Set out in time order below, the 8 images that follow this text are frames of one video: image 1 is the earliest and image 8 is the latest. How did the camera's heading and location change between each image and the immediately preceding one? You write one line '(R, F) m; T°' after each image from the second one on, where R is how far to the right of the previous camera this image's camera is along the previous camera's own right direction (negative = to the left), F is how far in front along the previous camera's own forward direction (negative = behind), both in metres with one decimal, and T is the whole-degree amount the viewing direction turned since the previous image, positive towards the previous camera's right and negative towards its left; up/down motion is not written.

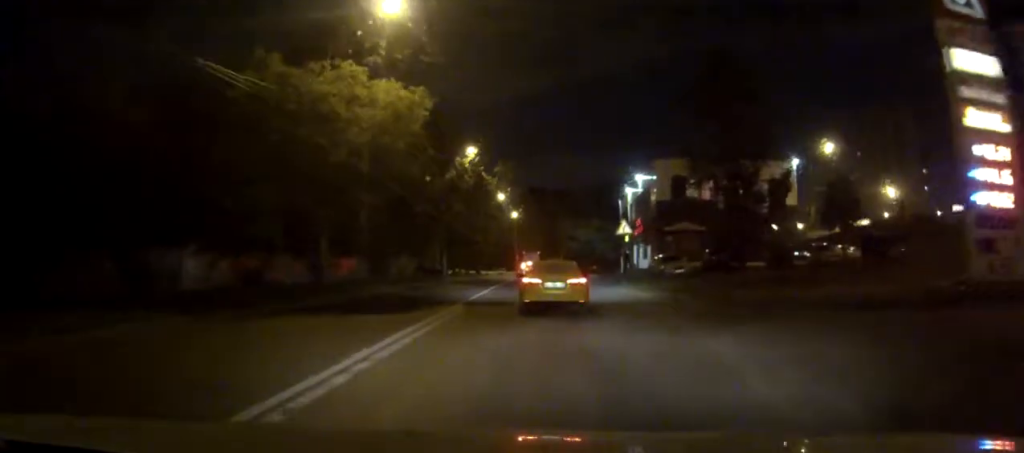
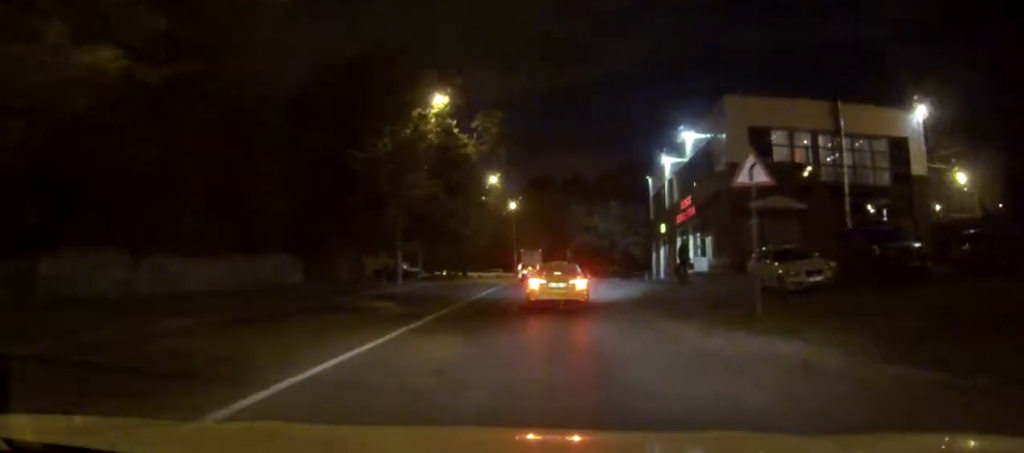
(+0.2, +22.0) m; +1°
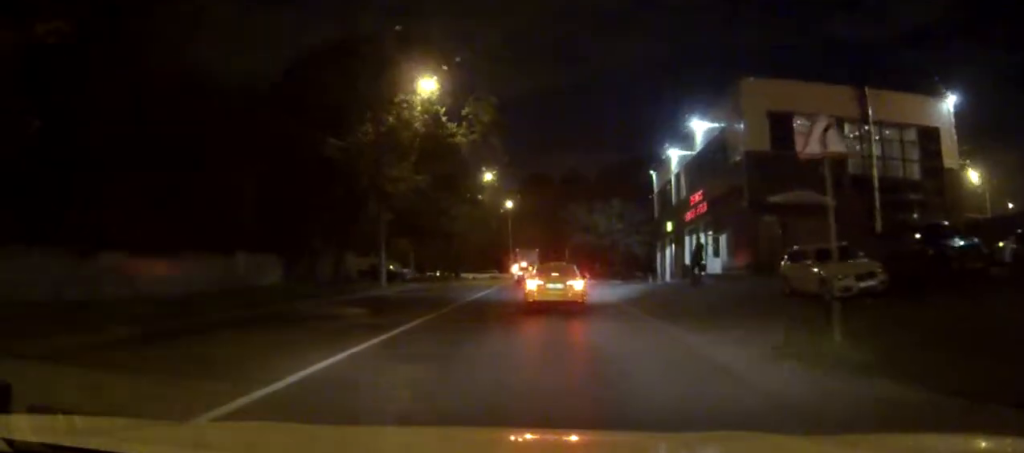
(+0.1, +3.9) m; +1°
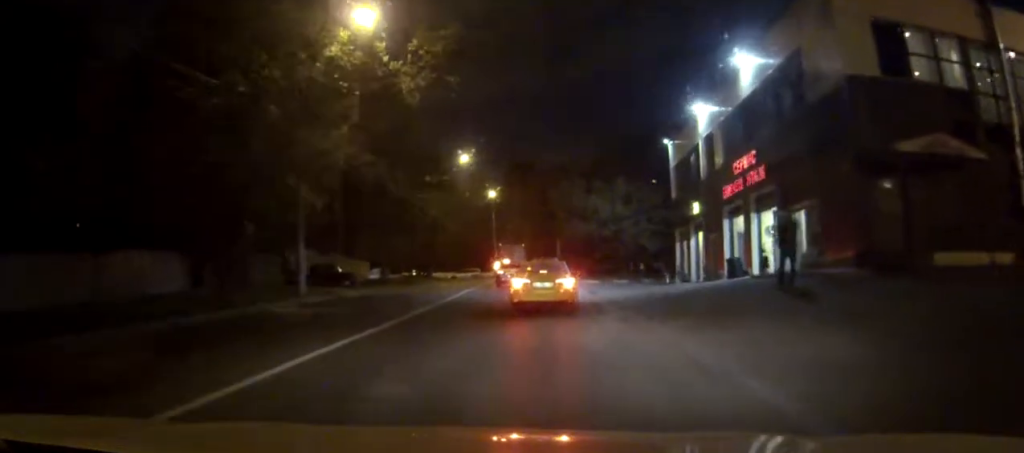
(+0.2, +12.6) m; +2°
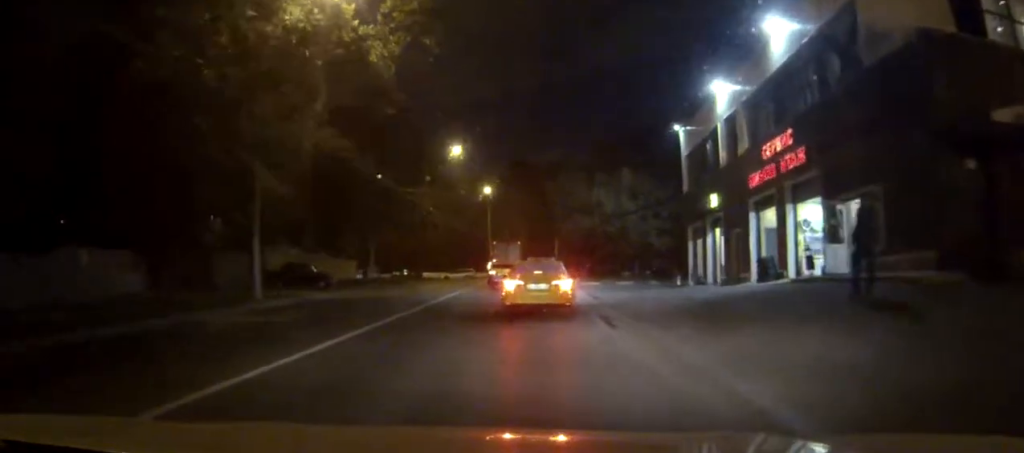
(+0.1, +4.6) m; +1°
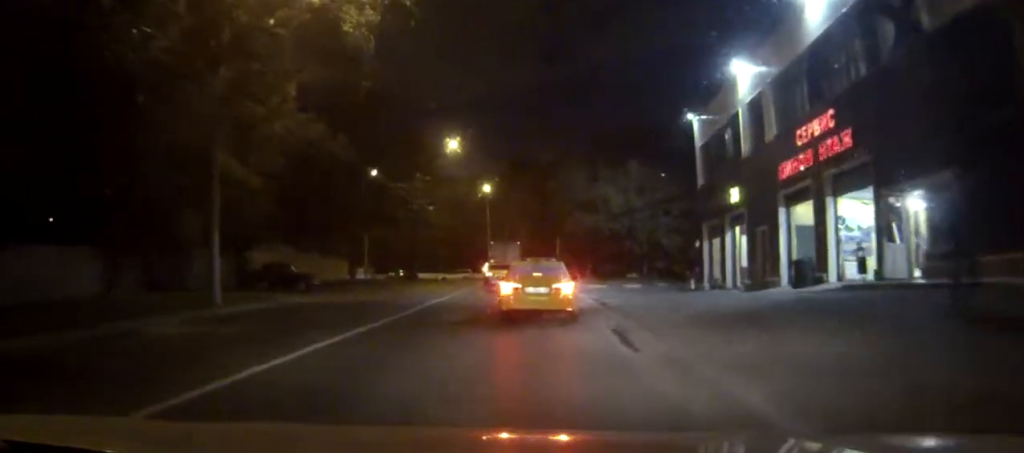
(0.0, +3.5) m; +1°
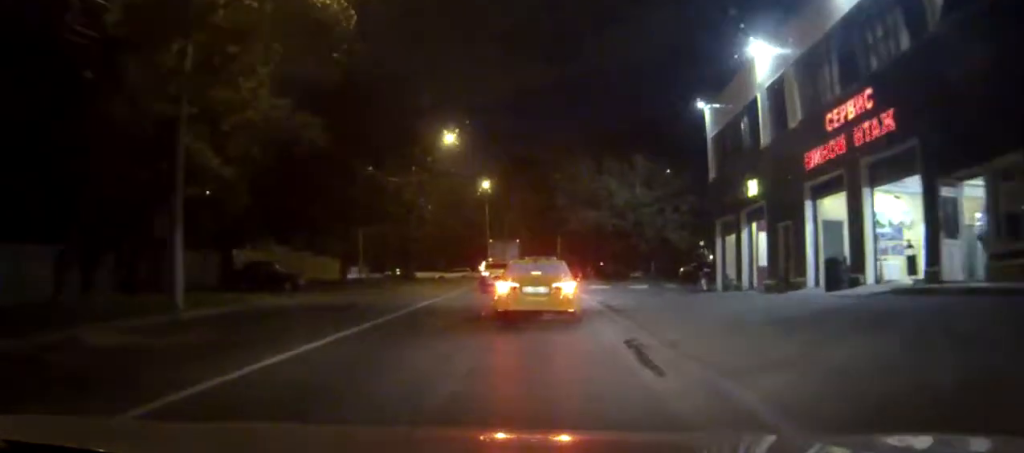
(0.0, +2.7) m; +1°
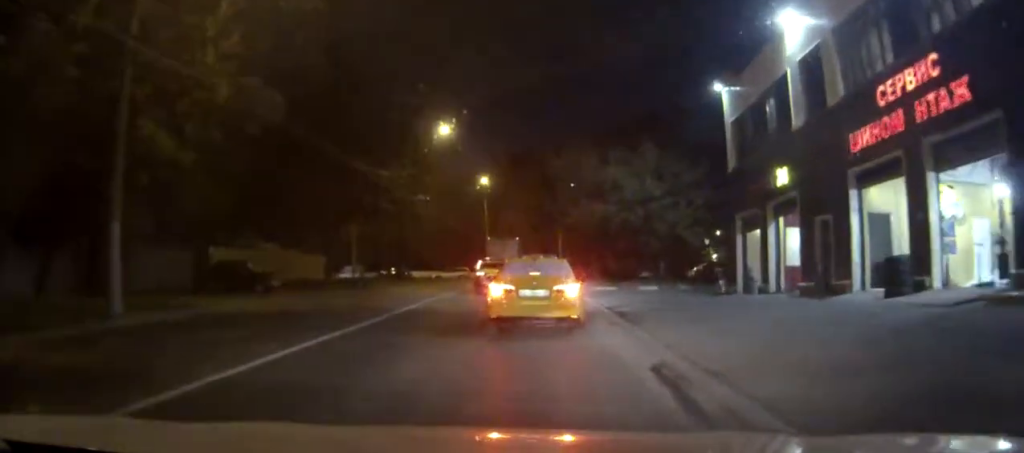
(+0.1, +3.4) m; +3°
